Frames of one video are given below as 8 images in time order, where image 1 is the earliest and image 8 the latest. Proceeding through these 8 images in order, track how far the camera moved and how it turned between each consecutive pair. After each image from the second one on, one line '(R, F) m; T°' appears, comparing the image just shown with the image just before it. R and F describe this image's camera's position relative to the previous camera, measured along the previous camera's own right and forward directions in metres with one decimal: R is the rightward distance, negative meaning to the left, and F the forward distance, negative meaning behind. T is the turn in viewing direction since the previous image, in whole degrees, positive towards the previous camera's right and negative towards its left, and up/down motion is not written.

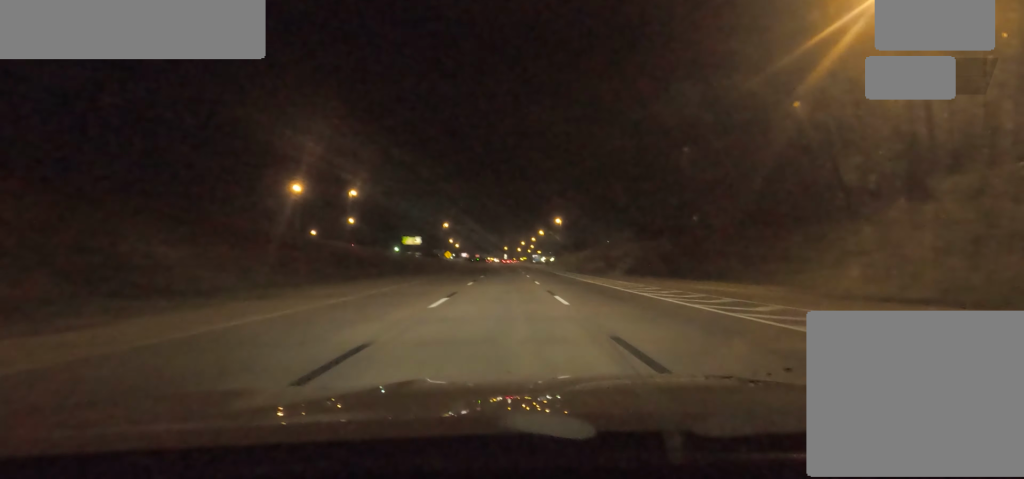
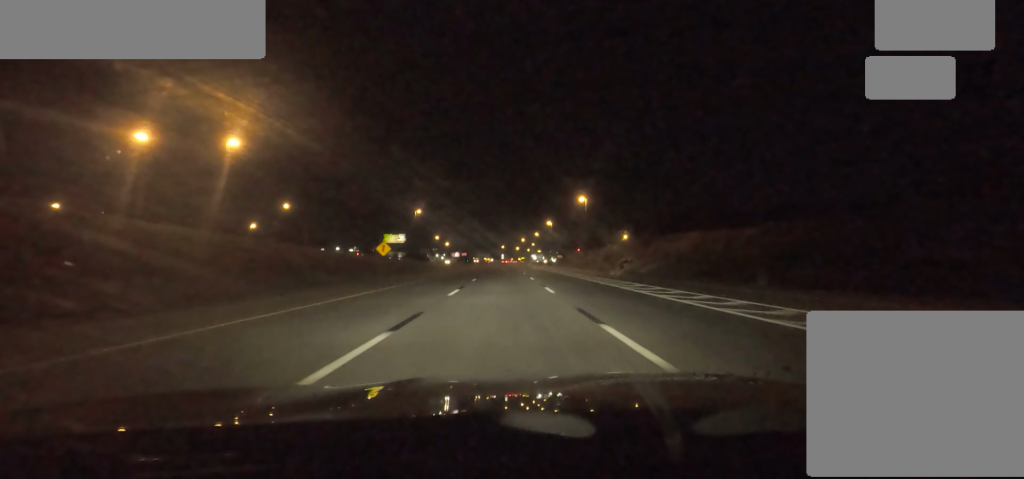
(-0.3, +49.3) m; -1°
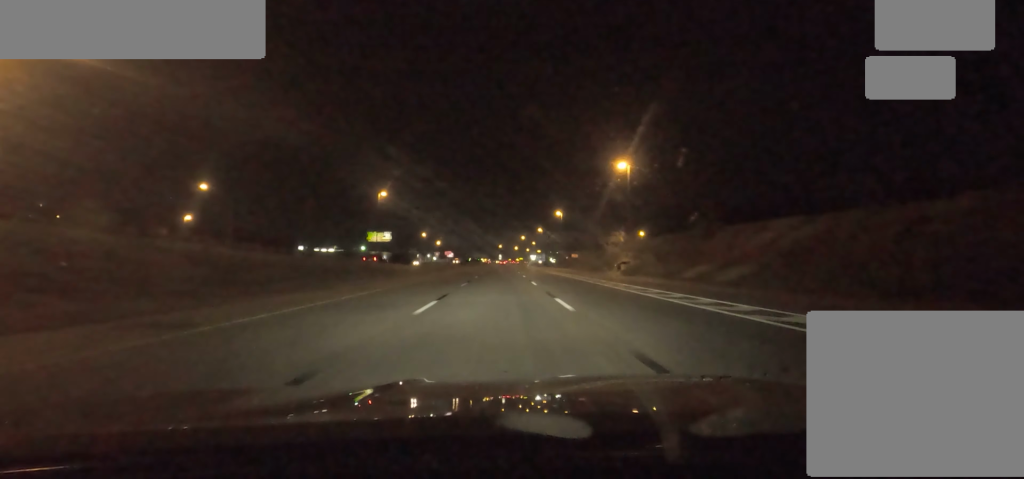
(+0.1, +34.0) m; 0°
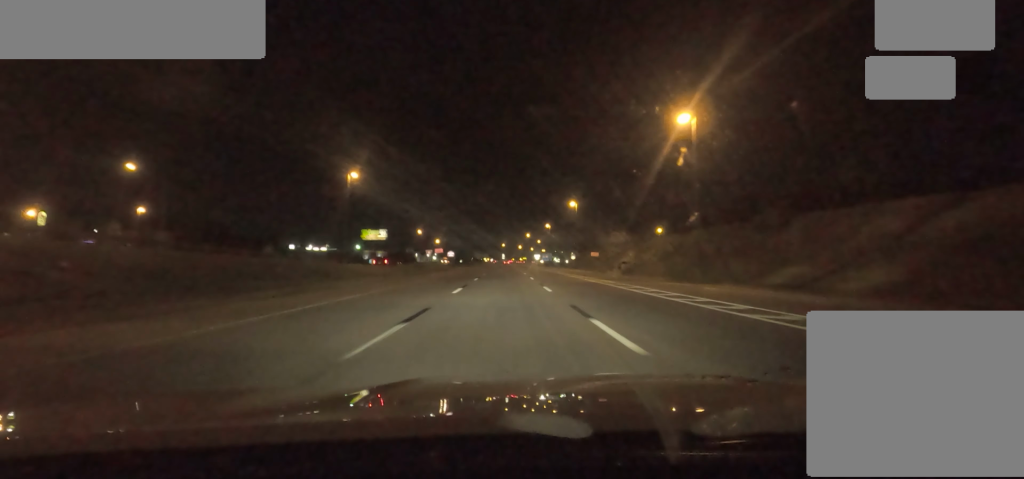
(0.0, +19.1) m; 0°
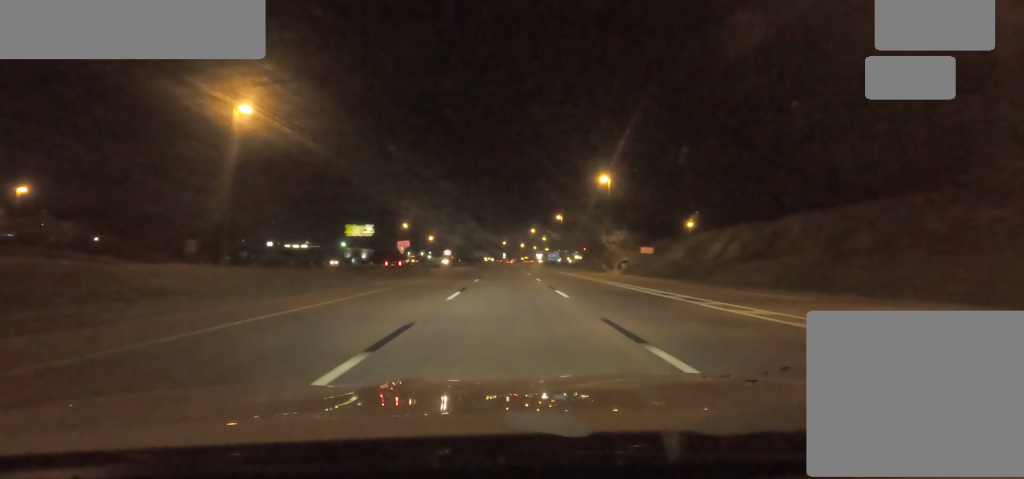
(0.0, +31.1) m; 0°
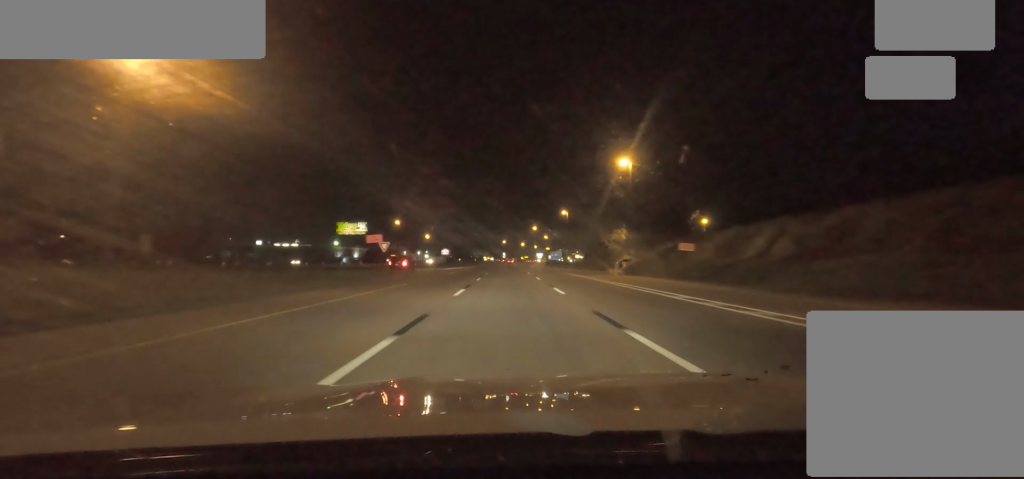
(0.0, +12.0) m; 0°
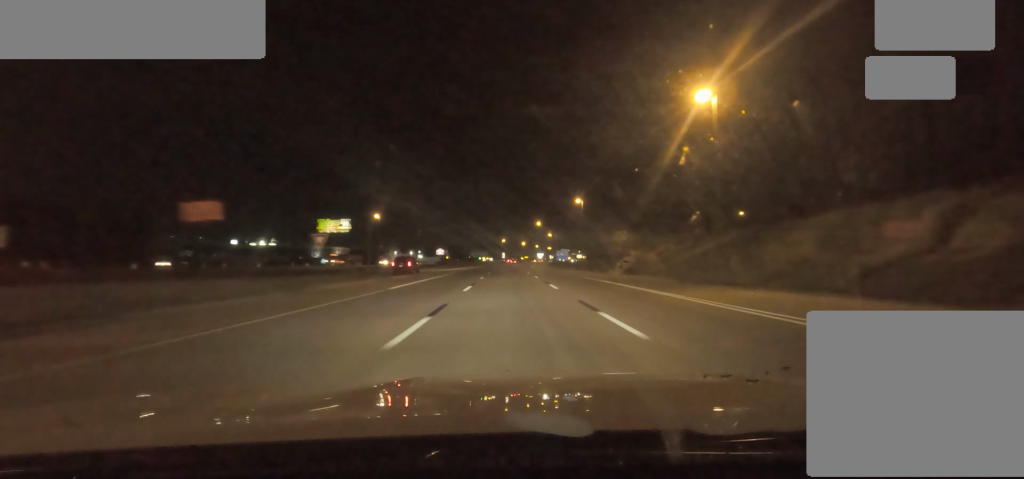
(0.0, +23.4) m; 0°
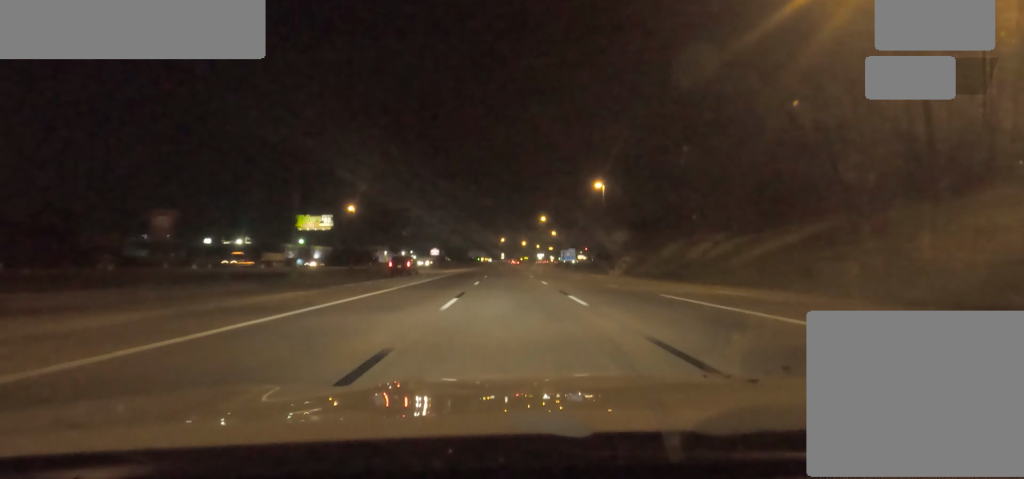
(-0.3, +20.7) m; +2°
